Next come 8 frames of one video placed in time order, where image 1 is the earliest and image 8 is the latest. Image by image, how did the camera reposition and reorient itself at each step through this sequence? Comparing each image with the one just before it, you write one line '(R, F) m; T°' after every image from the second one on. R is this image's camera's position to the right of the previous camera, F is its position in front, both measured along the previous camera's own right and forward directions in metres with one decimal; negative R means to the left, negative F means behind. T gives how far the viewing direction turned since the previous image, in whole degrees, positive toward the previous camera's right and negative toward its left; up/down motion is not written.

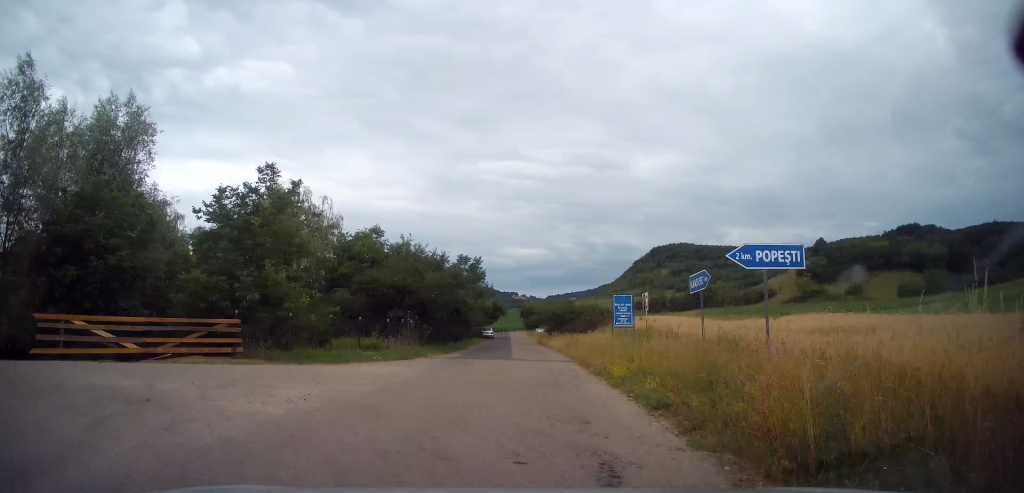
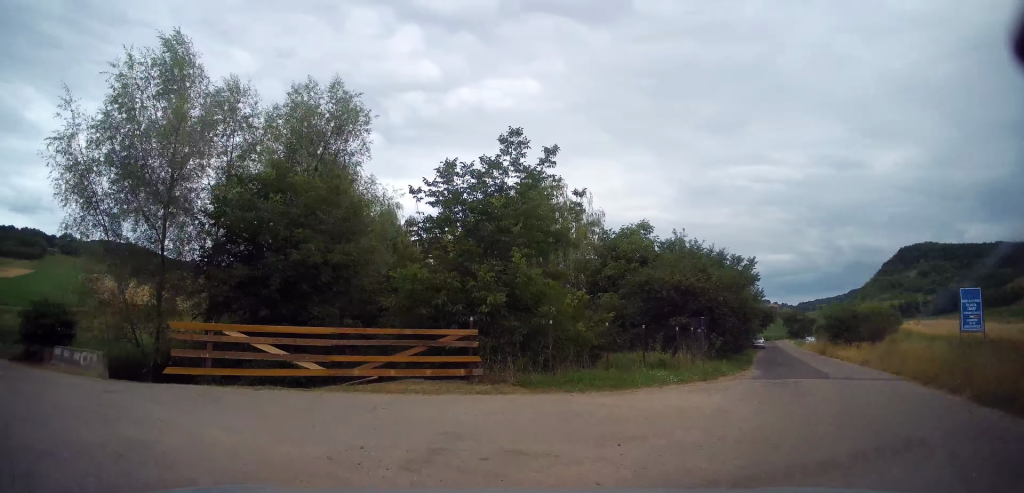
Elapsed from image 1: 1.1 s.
(-1.6, +5.3) m; -33°
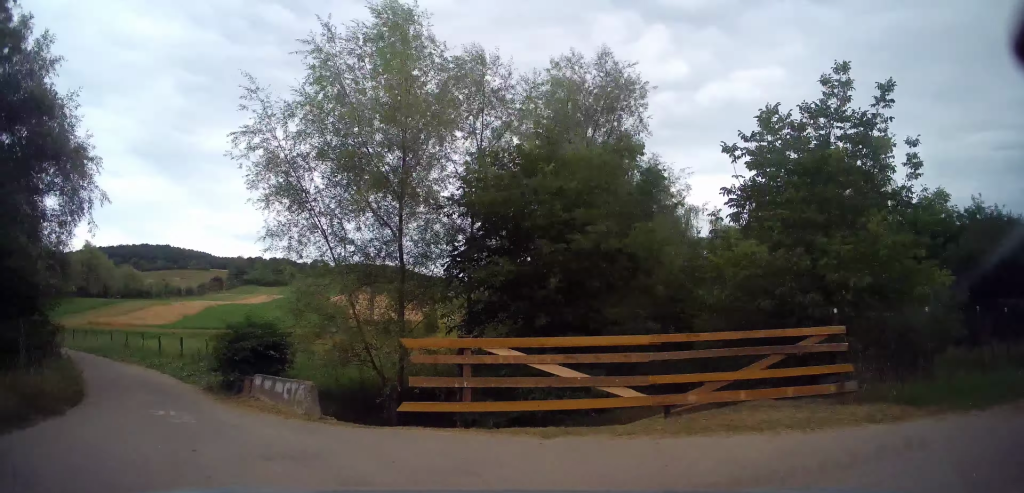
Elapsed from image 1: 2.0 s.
(-0.9, +3.9) m; -29°
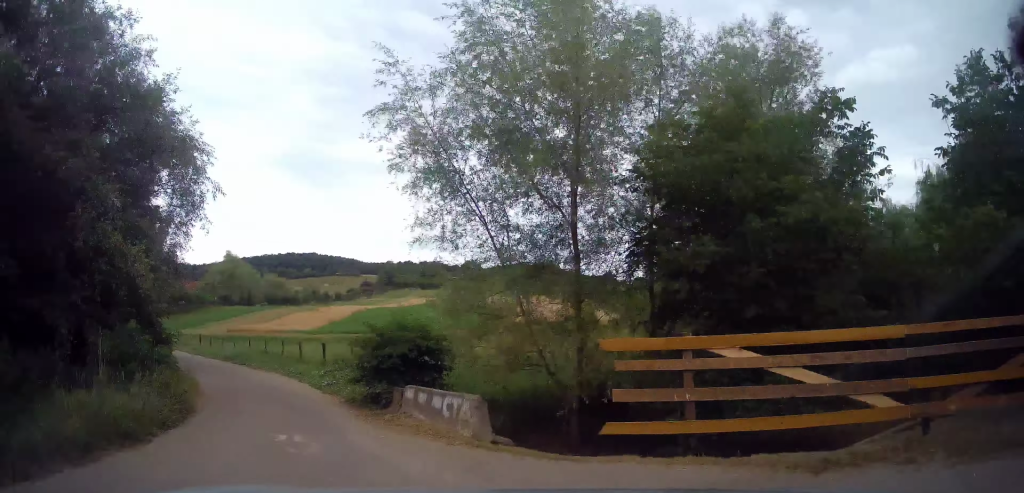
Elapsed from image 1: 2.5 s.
(-0.6, +2.2) m; -7°
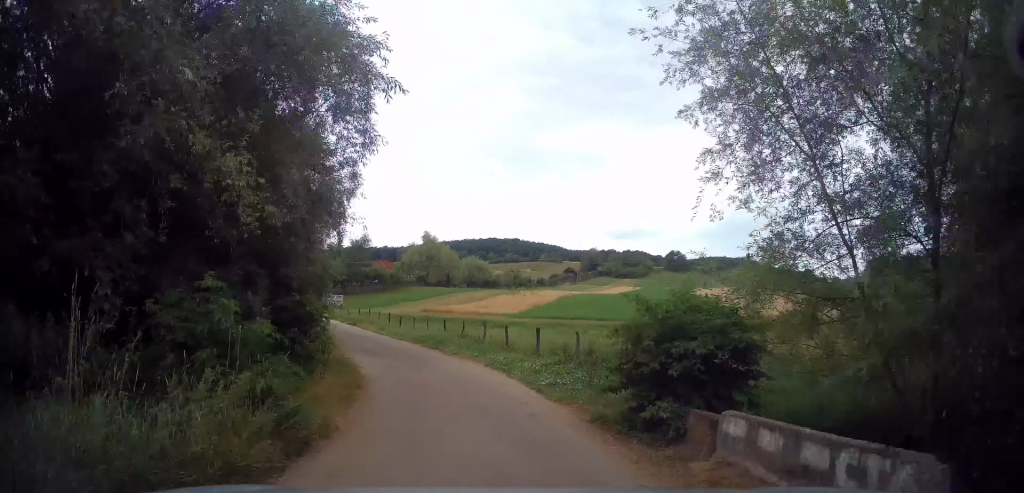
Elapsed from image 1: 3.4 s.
(-0.7, +5.0) m; -11°
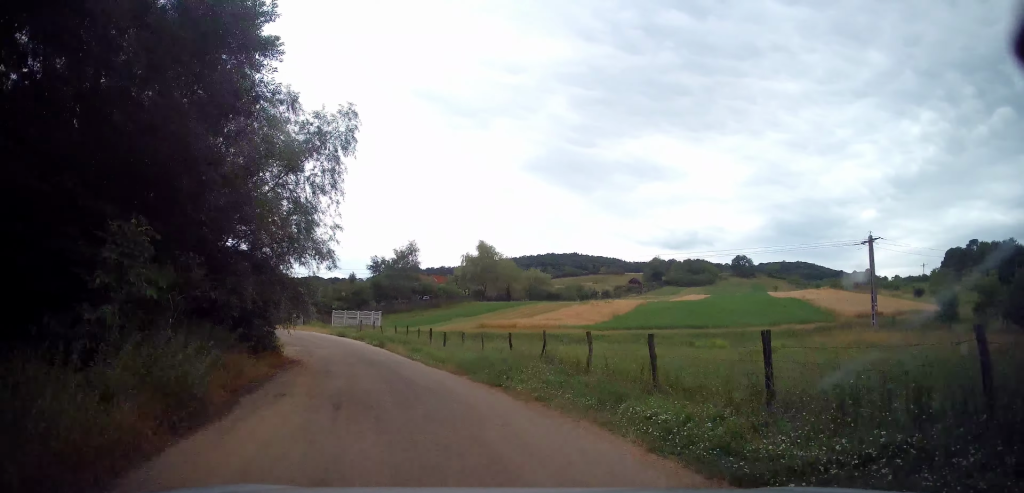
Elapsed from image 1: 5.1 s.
(-1.2, +11.9) m; -11°
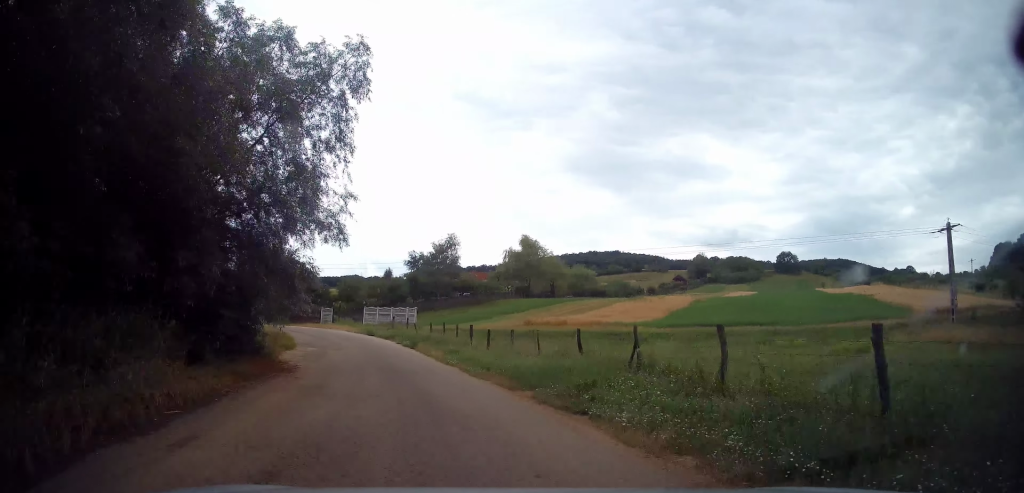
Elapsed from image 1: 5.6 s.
(-0.2, +4.9) m; -3°
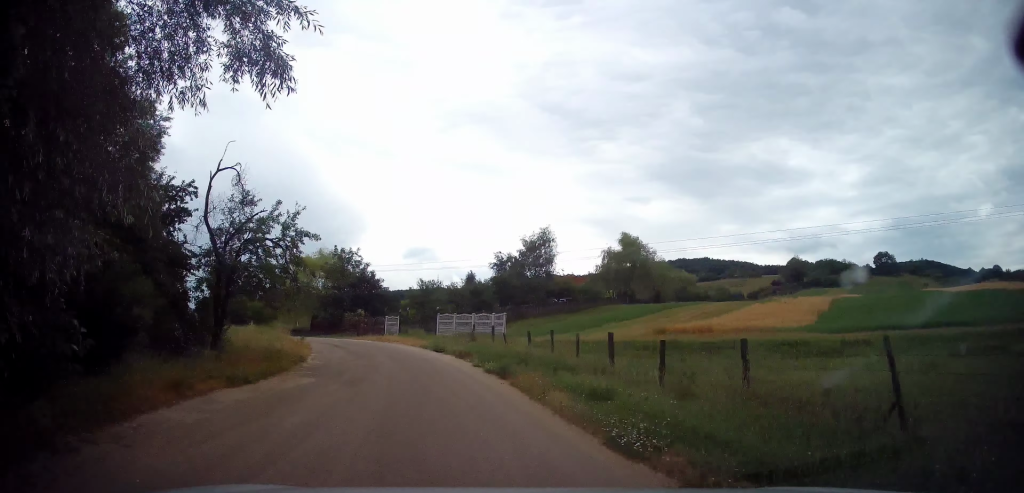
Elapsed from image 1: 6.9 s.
(-0.7, +12.4) m; -8°
